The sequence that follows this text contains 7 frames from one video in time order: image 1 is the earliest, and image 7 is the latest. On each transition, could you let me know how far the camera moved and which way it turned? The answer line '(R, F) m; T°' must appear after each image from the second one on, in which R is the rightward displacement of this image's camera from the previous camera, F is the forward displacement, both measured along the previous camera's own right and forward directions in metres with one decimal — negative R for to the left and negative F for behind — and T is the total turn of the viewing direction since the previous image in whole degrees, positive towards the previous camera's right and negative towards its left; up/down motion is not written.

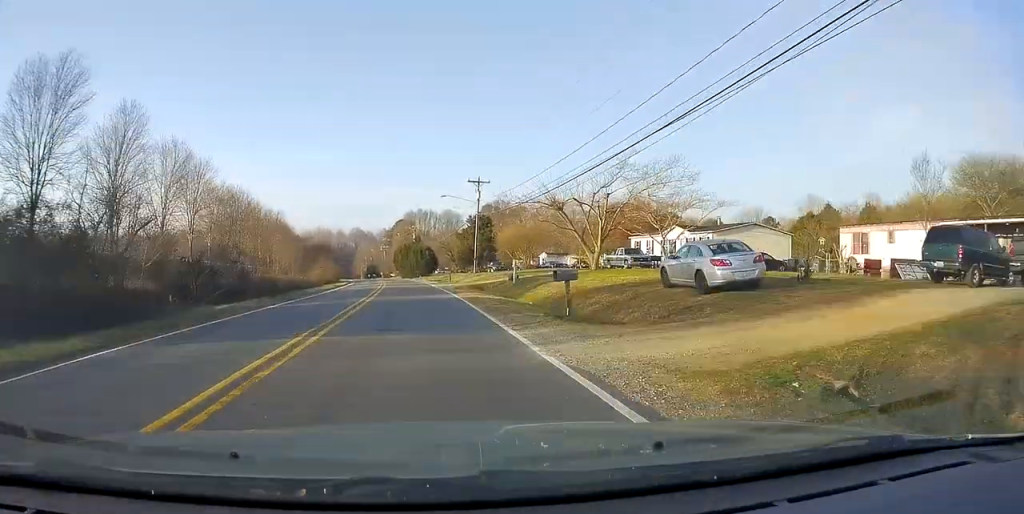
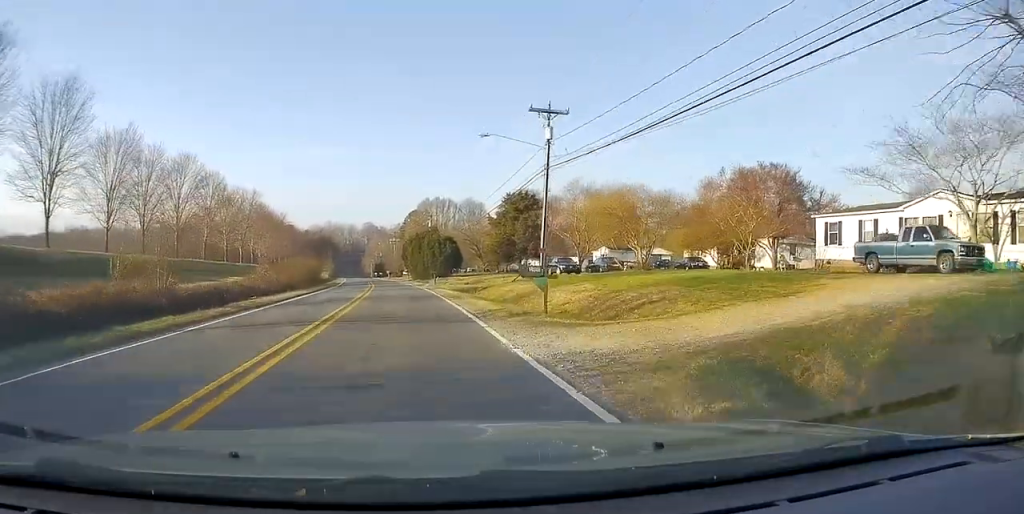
(0.0, +29.6) m; -1°
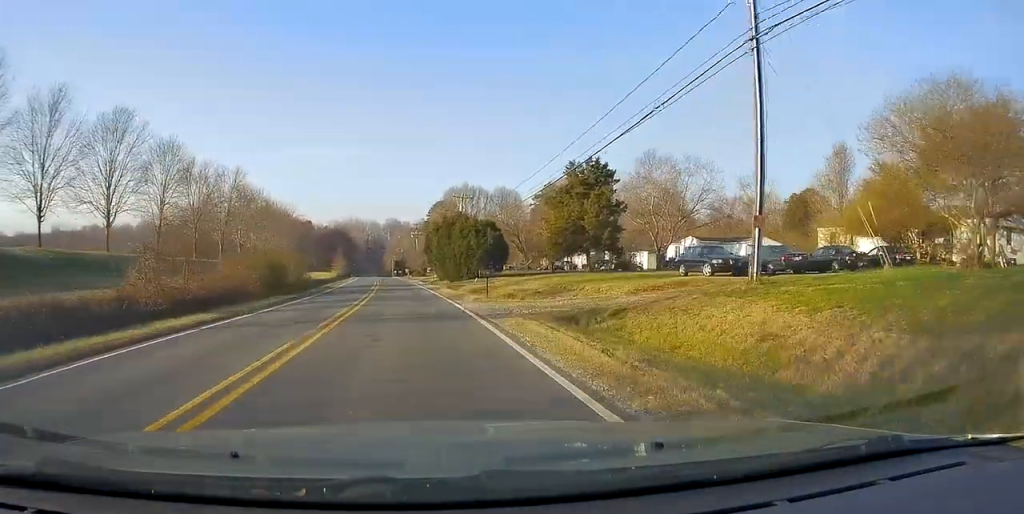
(-0.2, +21.2) m; -2°
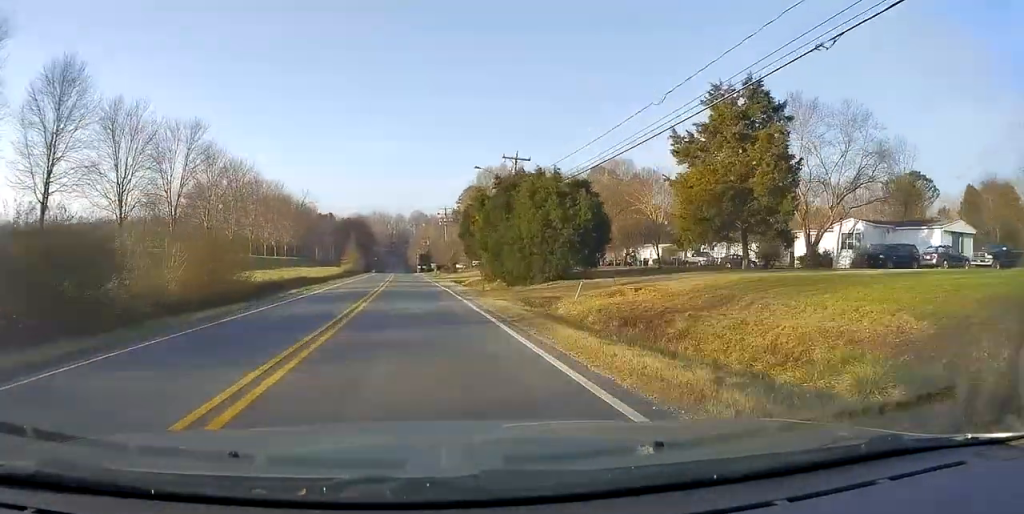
(-0.6, +23.7) m; -3°
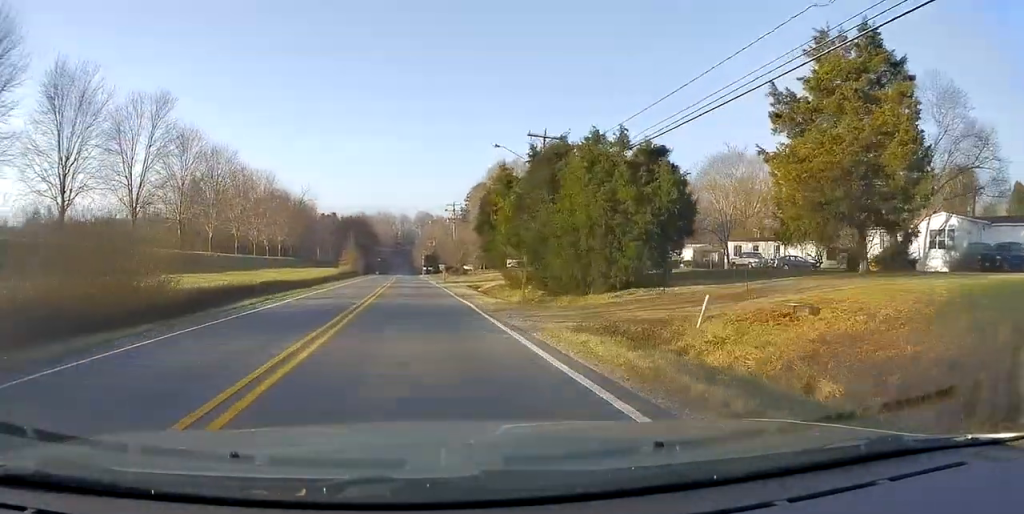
(-0.1, +9.4) m; -1°
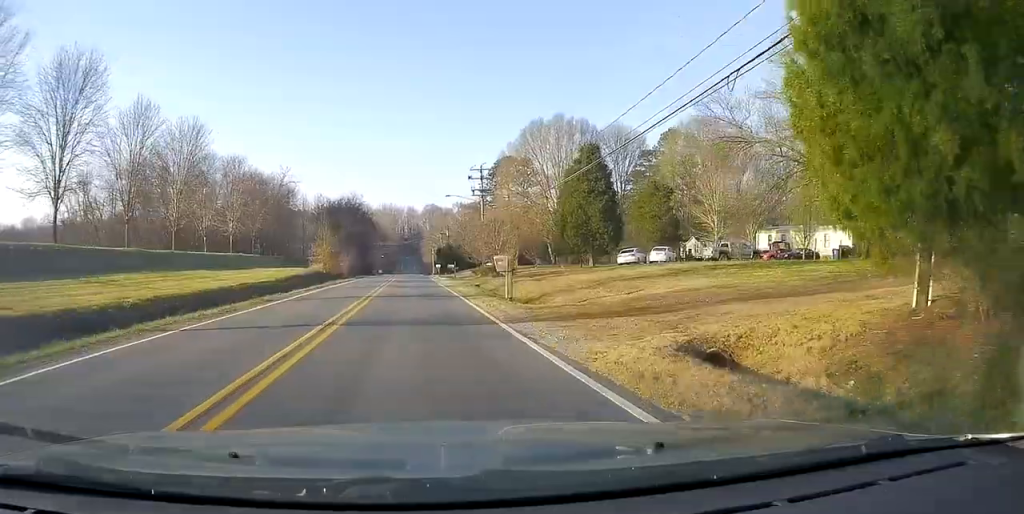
(-0.5, +33.1) m; -1°
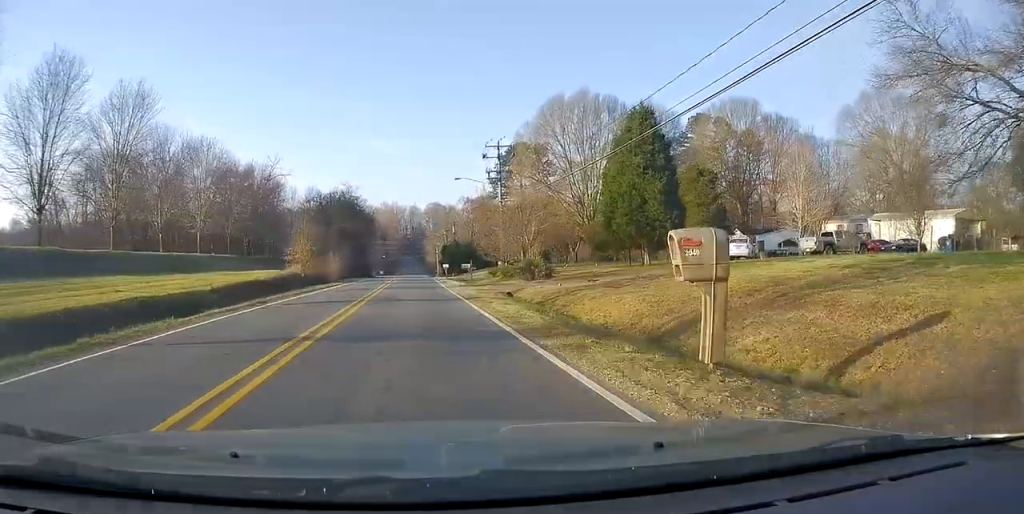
(-0.1, +13.0) m; 0°
